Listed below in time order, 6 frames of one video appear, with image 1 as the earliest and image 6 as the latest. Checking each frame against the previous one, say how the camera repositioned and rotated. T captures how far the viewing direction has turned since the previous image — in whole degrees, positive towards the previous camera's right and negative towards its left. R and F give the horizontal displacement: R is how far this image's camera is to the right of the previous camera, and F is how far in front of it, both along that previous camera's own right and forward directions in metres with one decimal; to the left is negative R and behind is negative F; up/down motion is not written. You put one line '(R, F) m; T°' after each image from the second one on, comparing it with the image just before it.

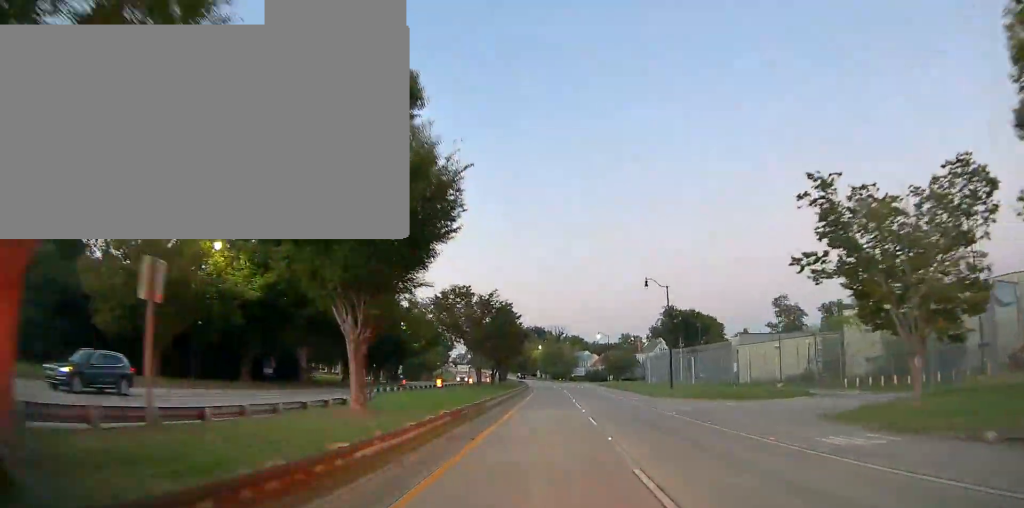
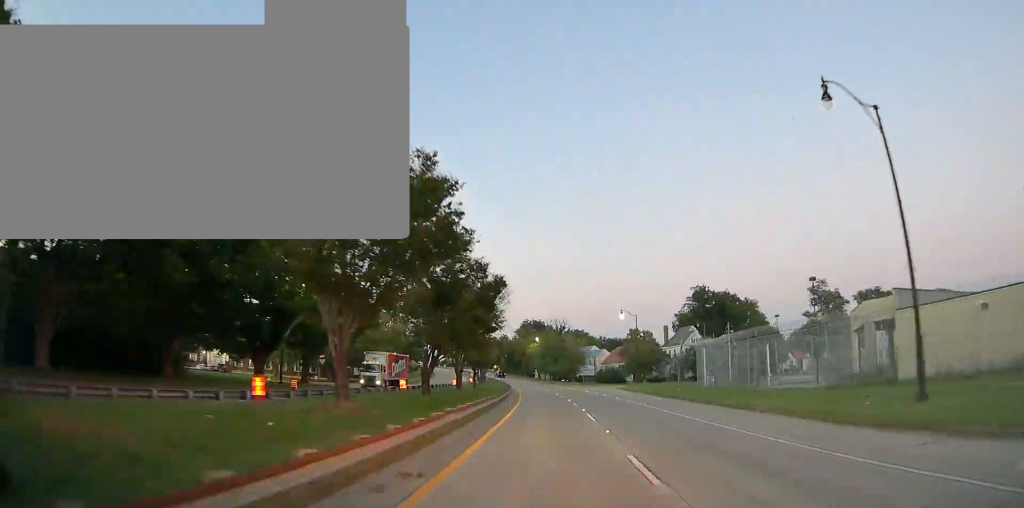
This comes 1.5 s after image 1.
(-0.2, +35.6) m; -1°
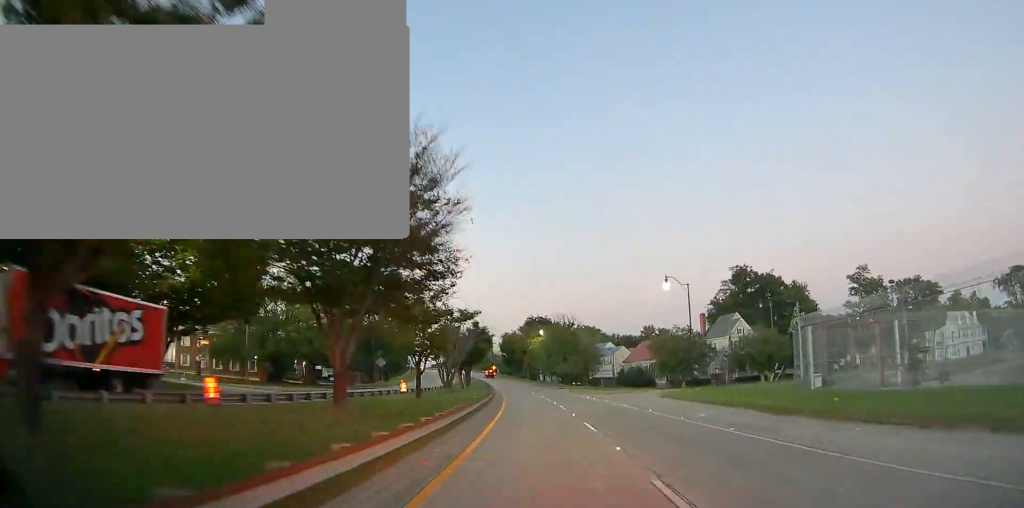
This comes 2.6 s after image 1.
(-0.3, +25.9) m; -1°
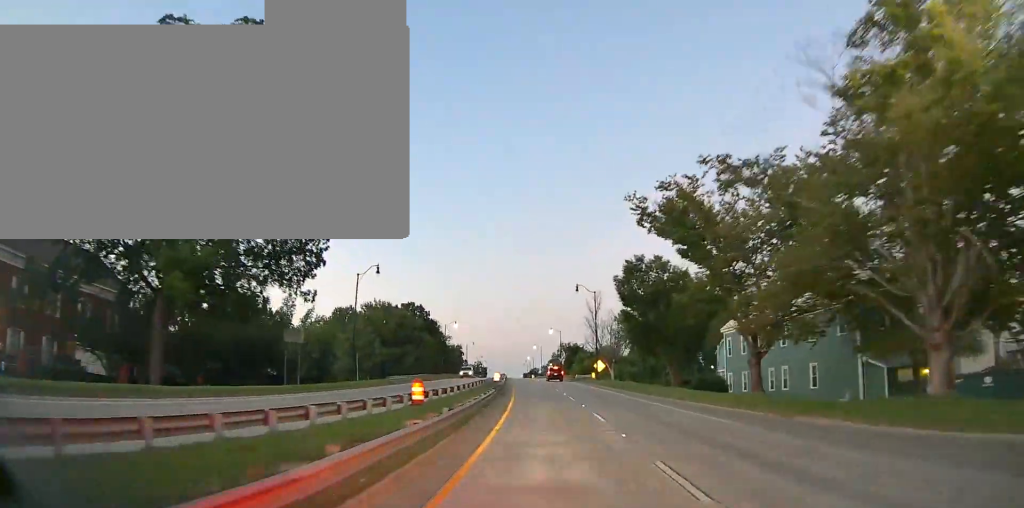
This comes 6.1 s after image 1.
(-7.3, +95.2) m; -10°
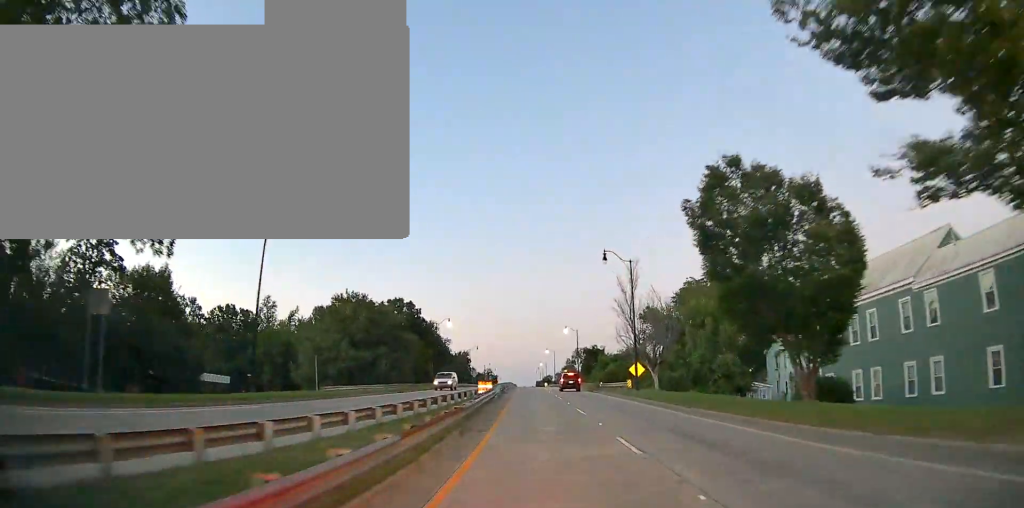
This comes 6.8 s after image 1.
(-0.5, +19.2) m; -2°
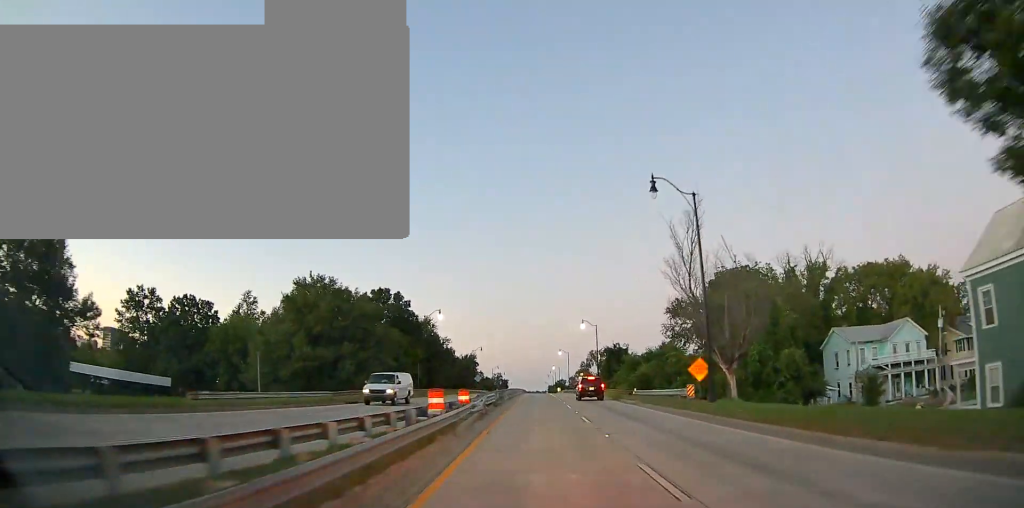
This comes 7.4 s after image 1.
(-0.2, +16.5) m; -2°
